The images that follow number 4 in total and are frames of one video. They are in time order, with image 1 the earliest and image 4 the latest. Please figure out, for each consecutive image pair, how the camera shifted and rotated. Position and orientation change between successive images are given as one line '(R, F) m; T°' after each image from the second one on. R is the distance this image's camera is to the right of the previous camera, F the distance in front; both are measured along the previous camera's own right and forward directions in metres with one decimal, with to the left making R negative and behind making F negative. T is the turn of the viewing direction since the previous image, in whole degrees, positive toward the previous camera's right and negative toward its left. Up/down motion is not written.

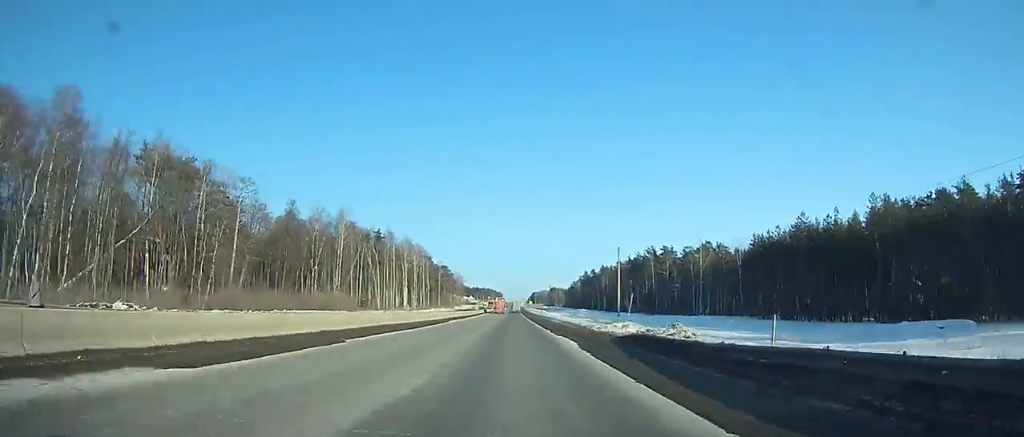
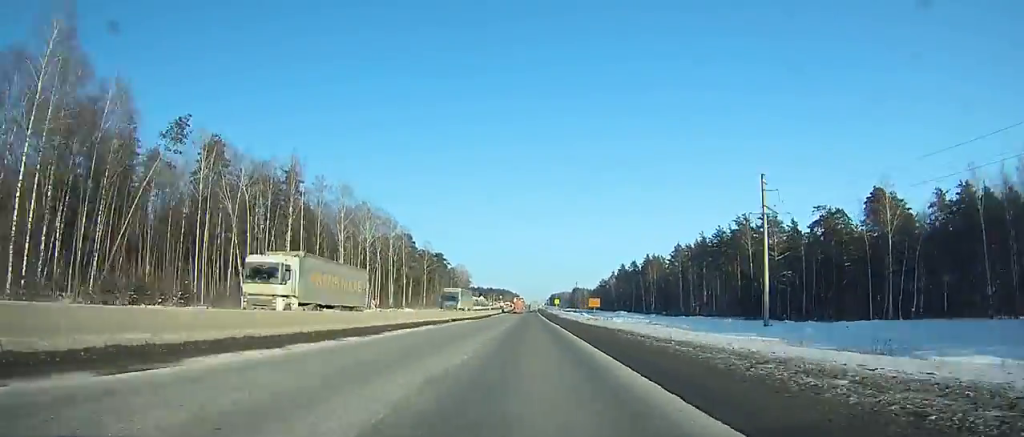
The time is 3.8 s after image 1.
(-1.3, +95.1) m; -1°
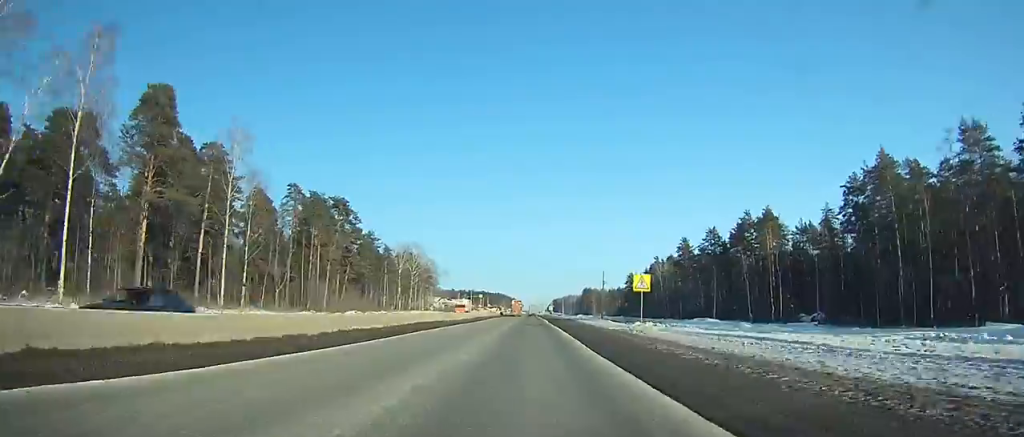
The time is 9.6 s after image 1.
(+0.2, +145.4) m; 0°
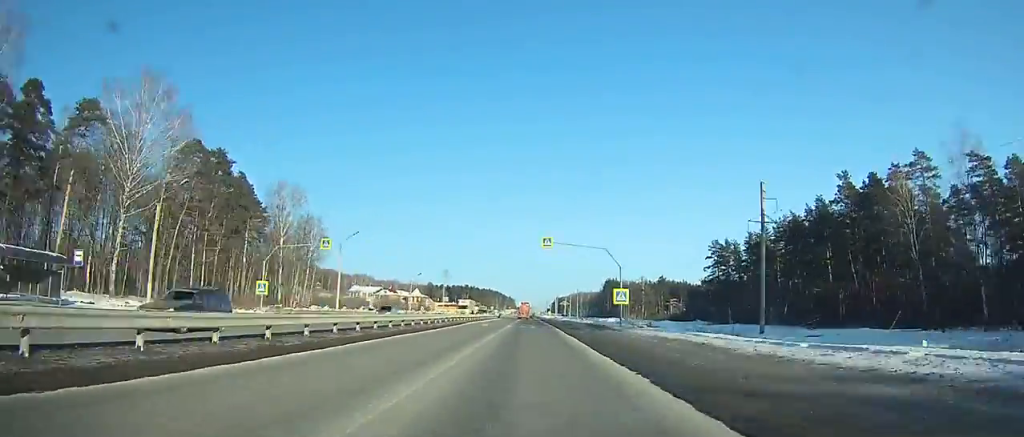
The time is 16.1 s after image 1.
(+0.1, +160.8) m; 0°
